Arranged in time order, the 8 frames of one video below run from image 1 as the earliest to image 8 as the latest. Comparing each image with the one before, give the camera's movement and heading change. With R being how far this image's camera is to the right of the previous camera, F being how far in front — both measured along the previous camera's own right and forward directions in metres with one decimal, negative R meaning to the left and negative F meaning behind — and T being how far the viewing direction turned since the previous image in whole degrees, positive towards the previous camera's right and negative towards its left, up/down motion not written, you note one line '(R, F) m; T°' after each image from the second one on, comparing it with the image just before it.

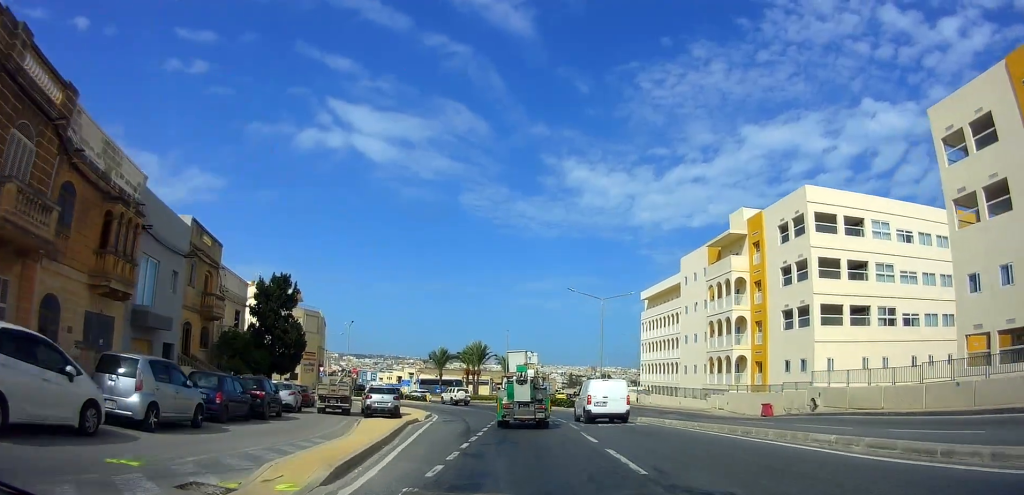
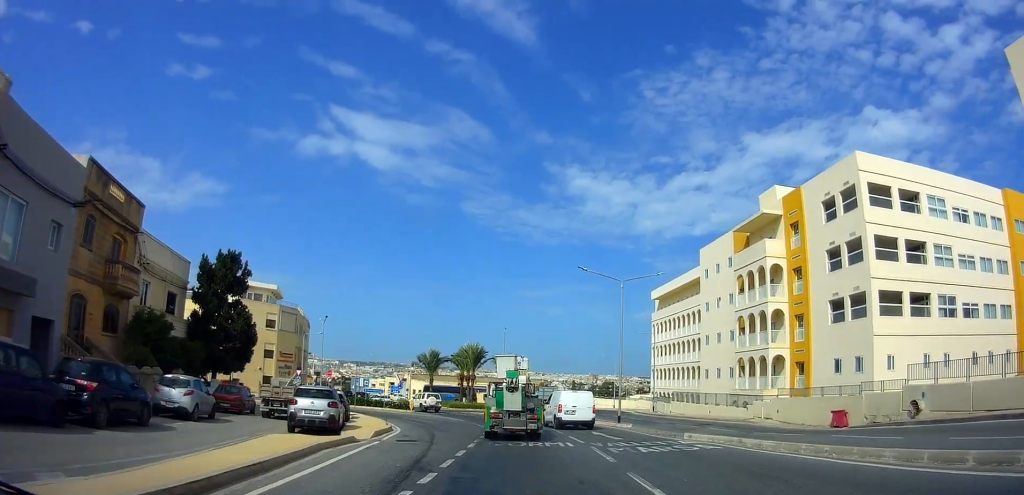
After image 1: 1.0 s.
(-0.1, +9.3) m; +3°
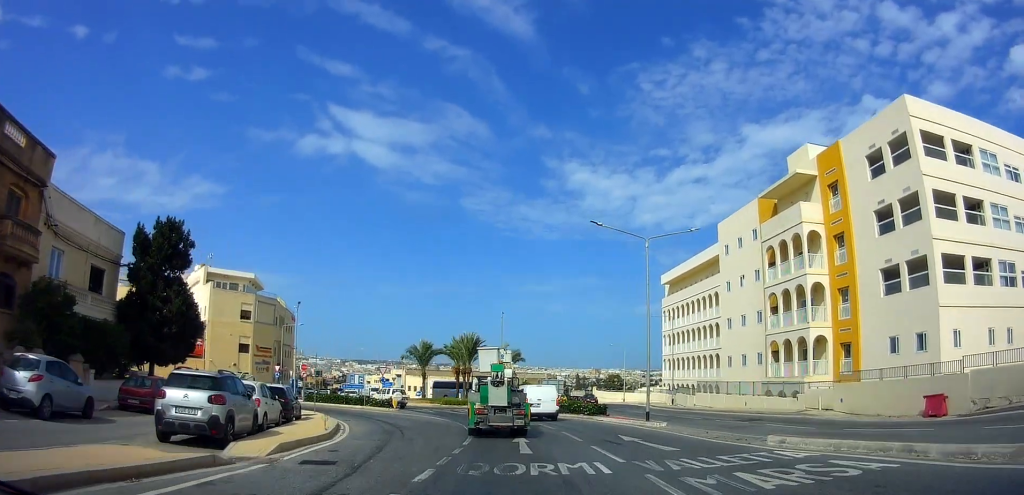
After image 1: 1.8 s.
(+0.5, +7.4) m; 0°
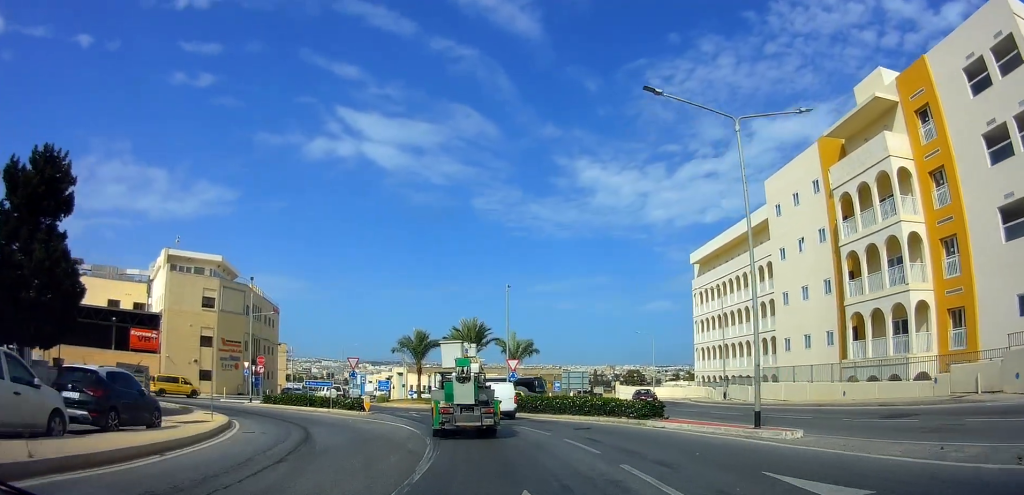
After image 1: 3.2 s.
(-0.7, +11.3) m; -5°
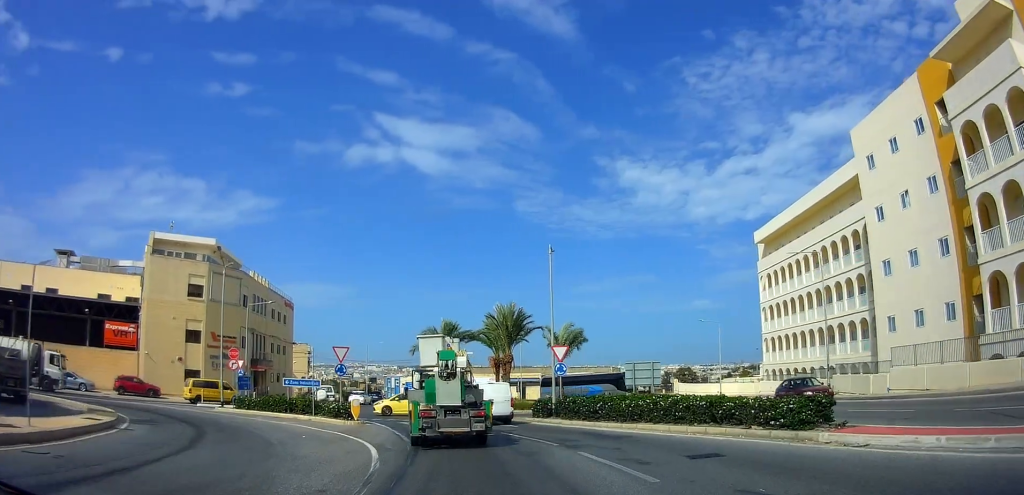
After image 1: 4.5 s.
(-0.1, +9.6) m; -5°
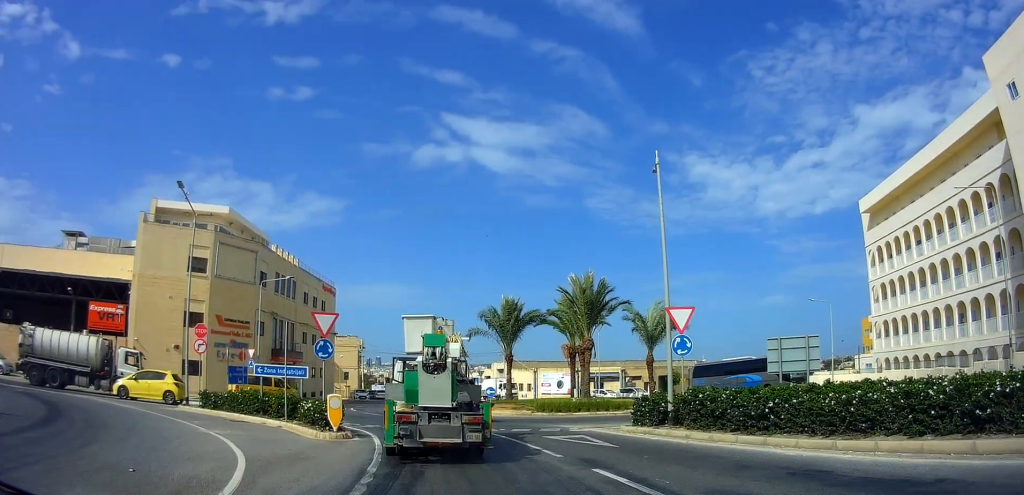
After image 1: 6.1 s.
(-1.2, +10.6) m; -8°
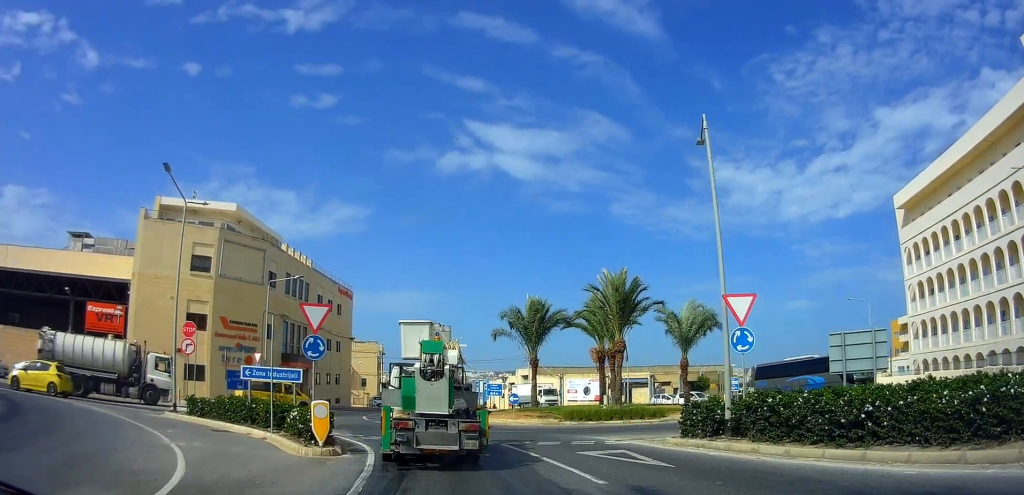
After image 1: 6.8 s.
(+0.1, +3.3) m; +4°
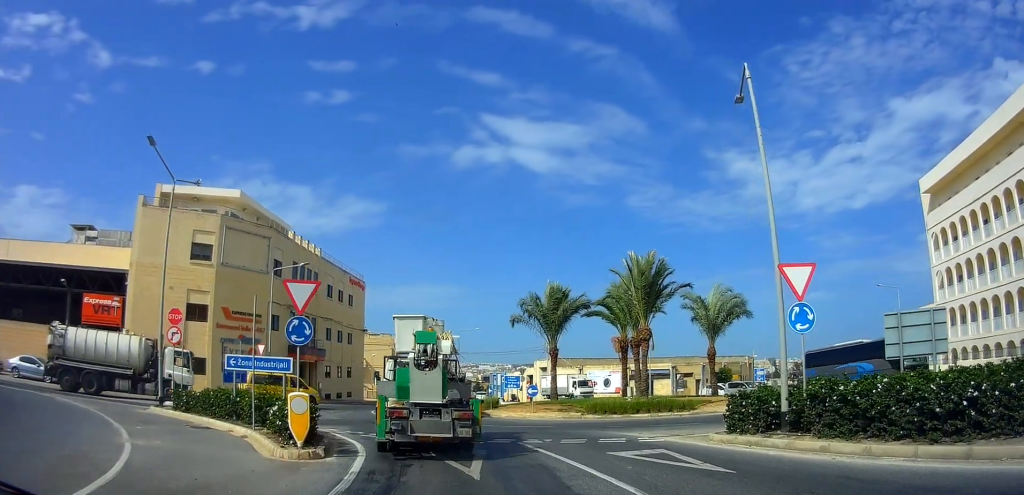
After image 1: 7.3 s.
(+0.1, +2.4) m; -1°
